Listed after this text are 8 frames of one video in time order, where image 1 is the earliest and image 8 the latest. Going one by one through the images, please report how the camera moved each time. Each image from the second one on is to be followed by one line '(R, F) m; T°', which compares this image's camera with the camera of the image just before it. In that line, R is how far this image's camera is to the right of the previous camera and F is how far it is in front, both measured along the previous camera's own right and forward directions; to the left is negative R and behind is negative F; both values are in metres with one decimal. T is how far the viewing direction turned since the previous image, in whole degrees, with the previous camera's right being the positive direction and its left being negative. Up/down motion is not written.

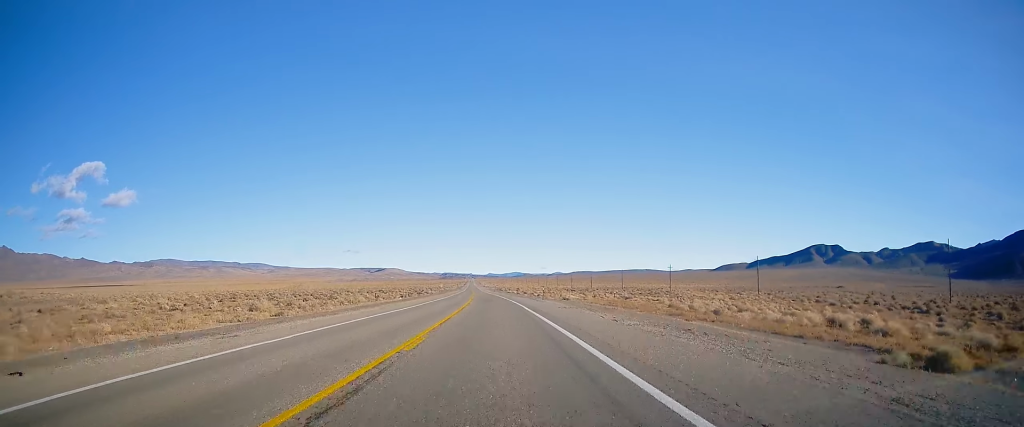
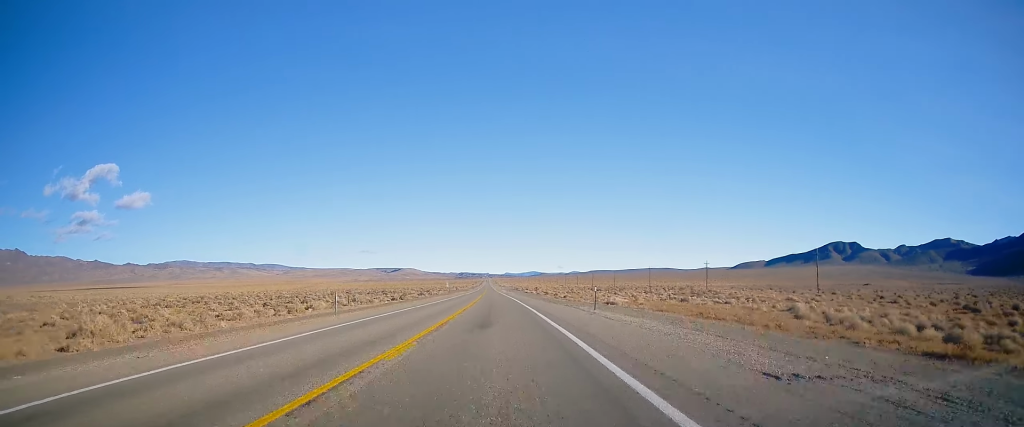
(-0.1, +26.0) m; -1°
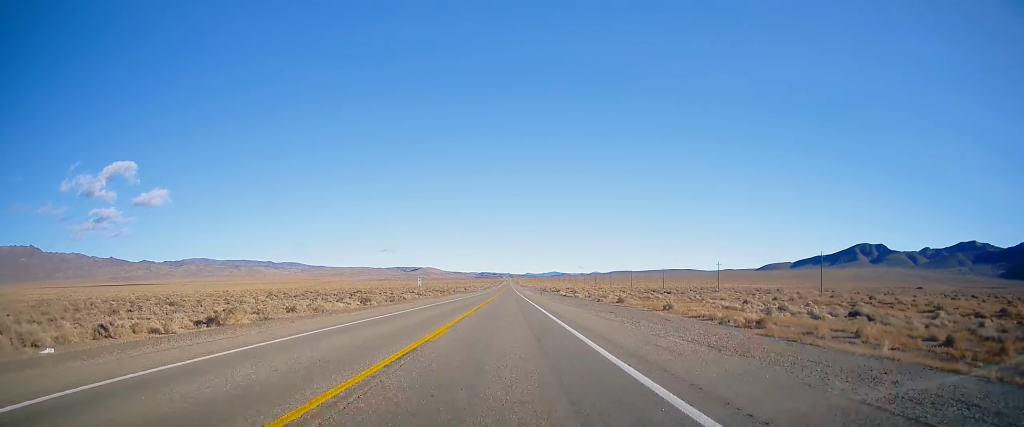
(-1.1, +69.7) m; -2°
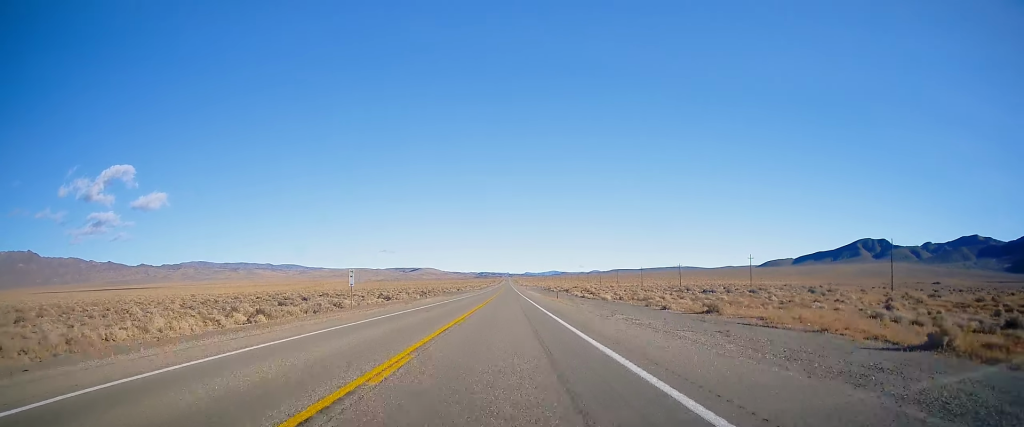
(-0.4, +30.8) m; 0°
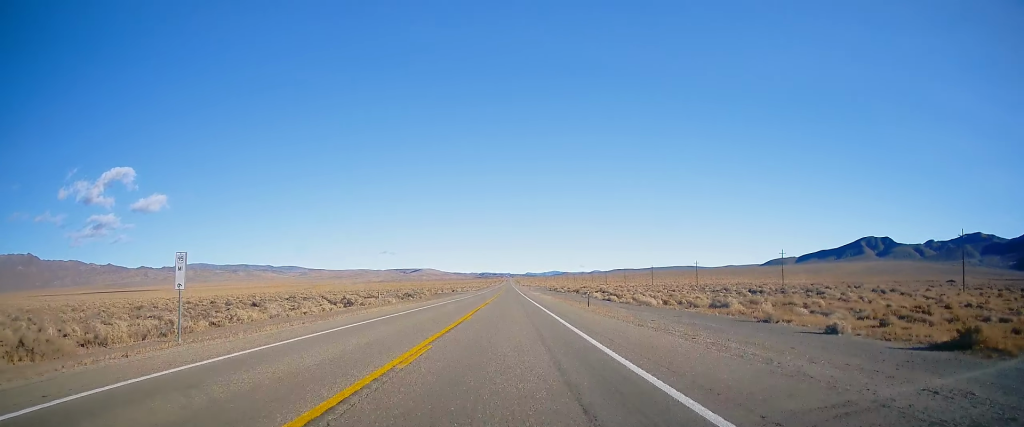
(0.0, +22.6) m; 0°
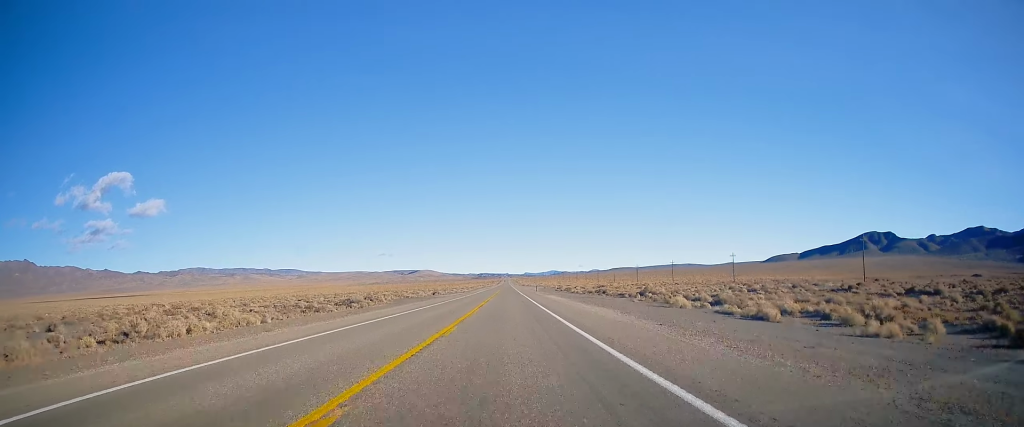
(+0.1, +43.1) m; 0°
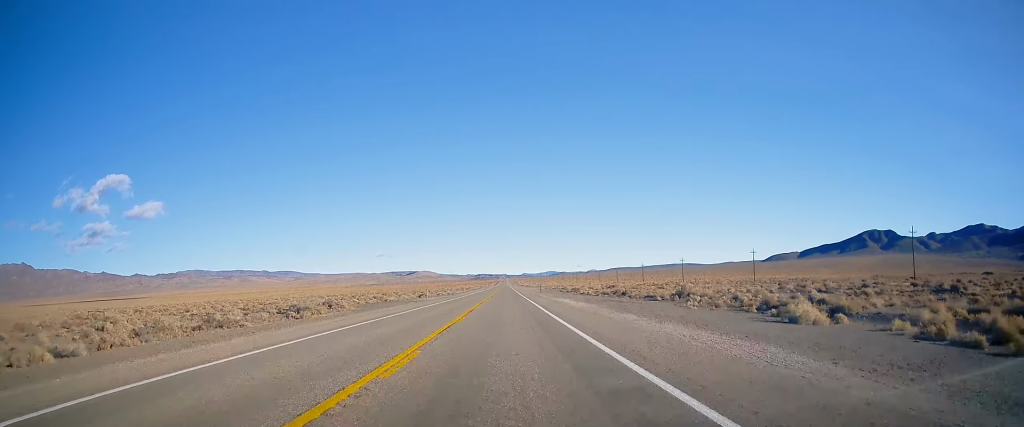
(0.0, +19.1) m; 0°
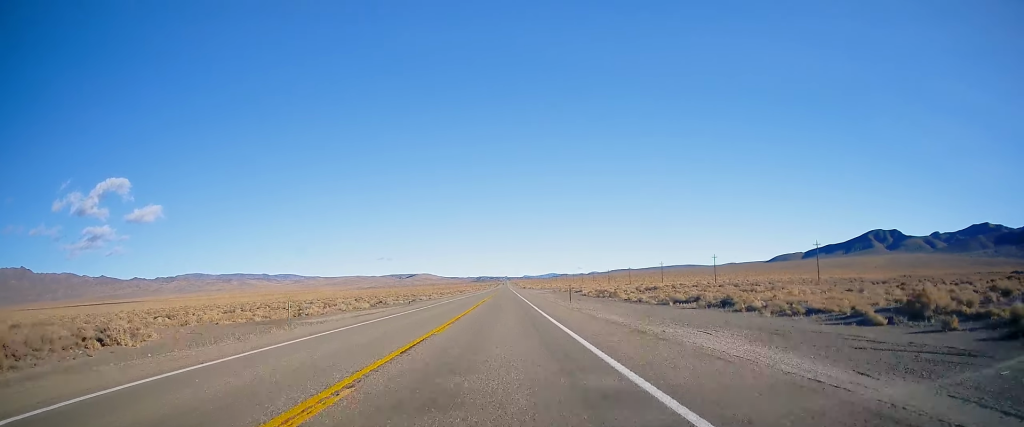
(0.0, +40.2) m; 0°
